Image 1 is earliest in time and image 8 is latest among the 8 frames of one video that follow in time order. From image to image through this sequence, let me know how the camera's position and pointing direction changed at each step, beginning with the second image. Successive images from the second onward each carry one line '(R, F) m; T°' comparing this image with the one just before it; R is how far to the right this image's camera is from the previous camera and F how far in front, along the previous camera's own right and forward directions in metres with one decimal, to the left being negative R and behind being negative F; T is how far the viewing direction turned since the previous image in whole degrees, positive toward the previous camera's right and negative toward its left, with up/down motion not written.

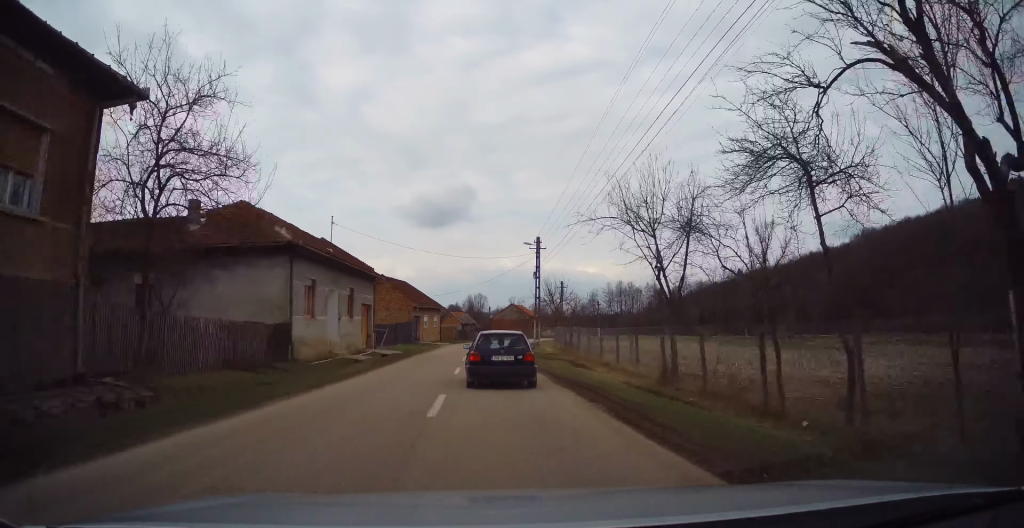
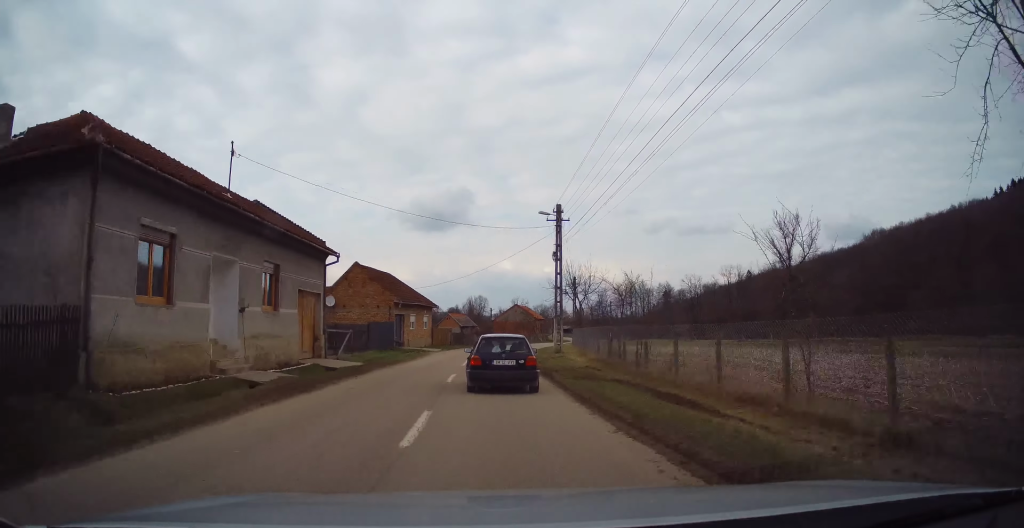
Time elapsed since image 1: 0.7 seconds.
(0.0, +10.7) m; 0°
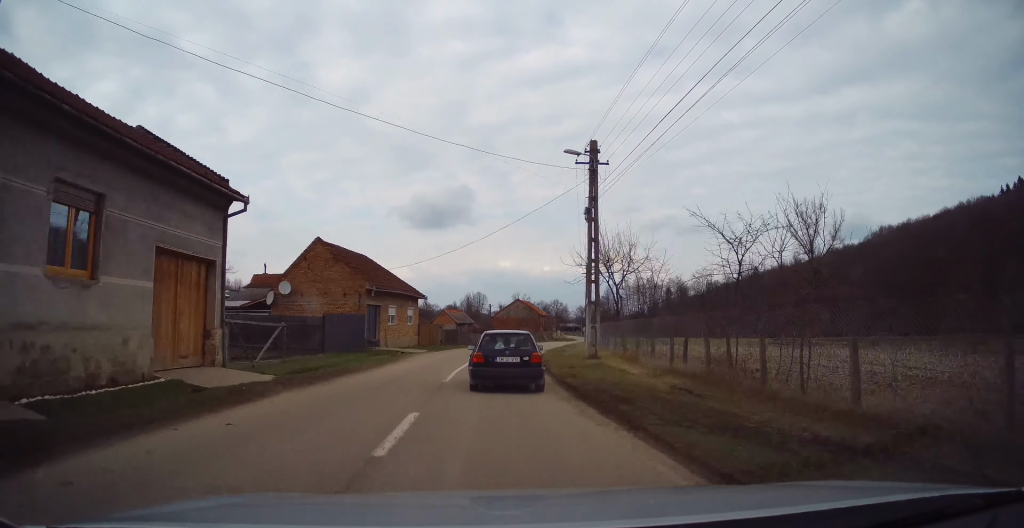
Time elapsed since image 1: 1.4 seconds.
(0.0, +9.4) m; +1°
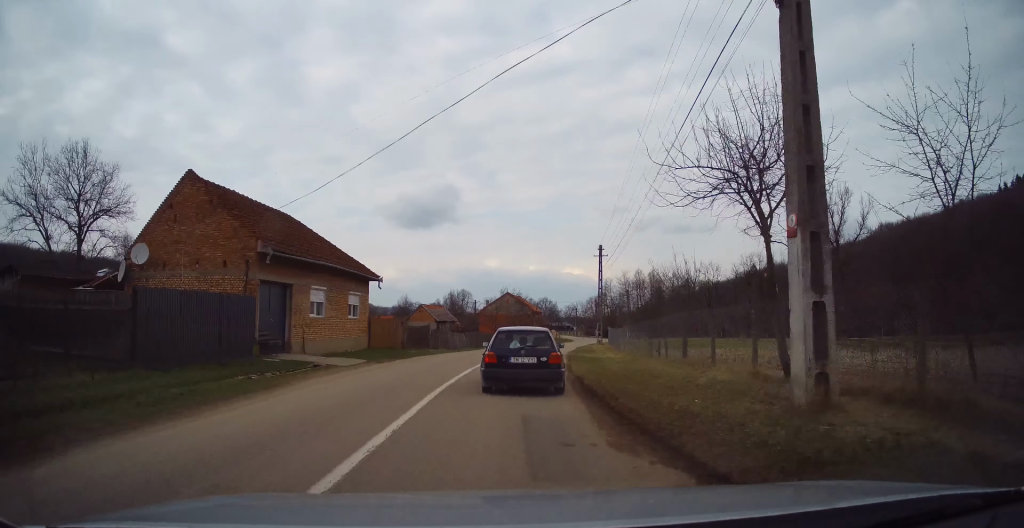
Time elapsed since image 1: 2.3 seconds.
(+0.2, +13.2) m; +2°
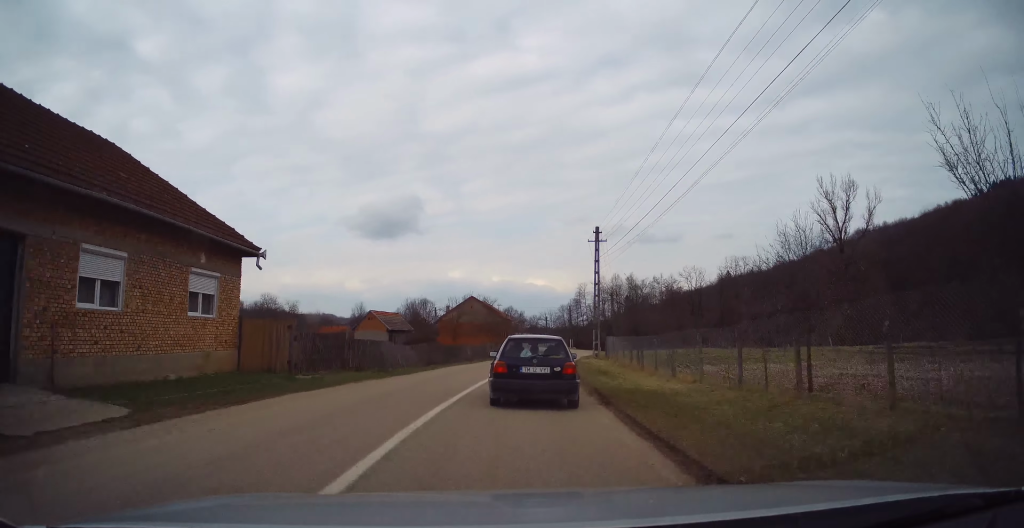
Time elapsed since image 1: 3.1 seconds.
(+0.3, +12.5) m; +3°
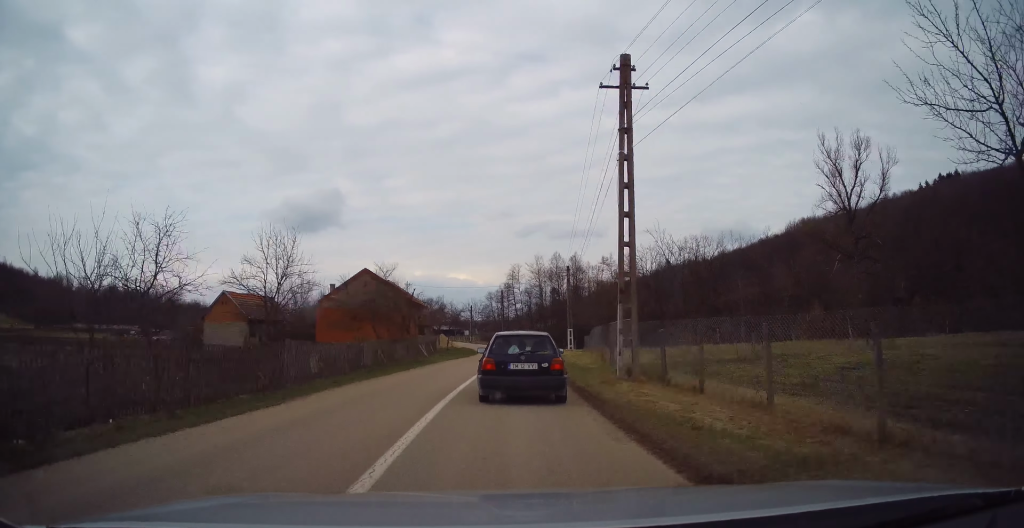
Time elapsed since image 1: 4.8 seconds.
(+1.1, +22.8) m; +7°
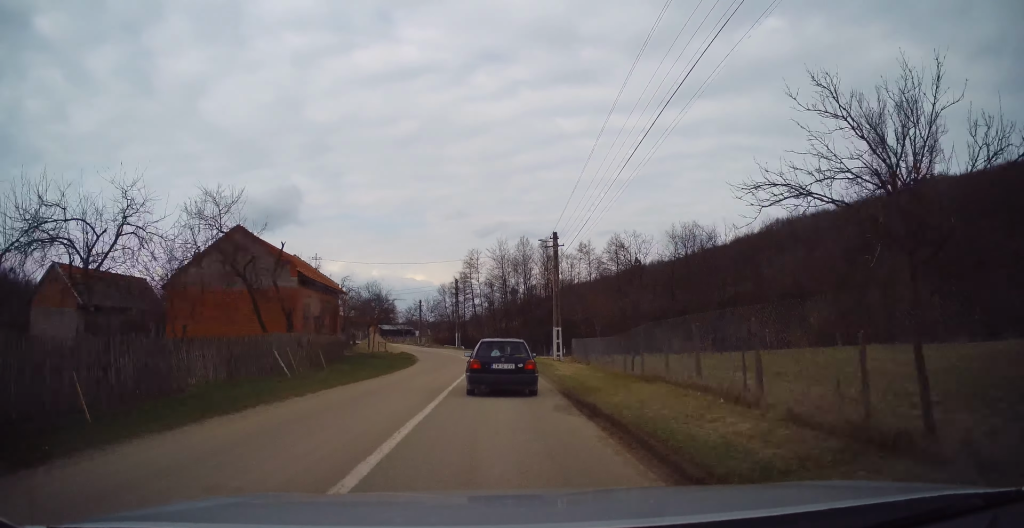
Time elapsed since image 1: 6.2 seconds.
(+1.1, +18.4) m; +4°
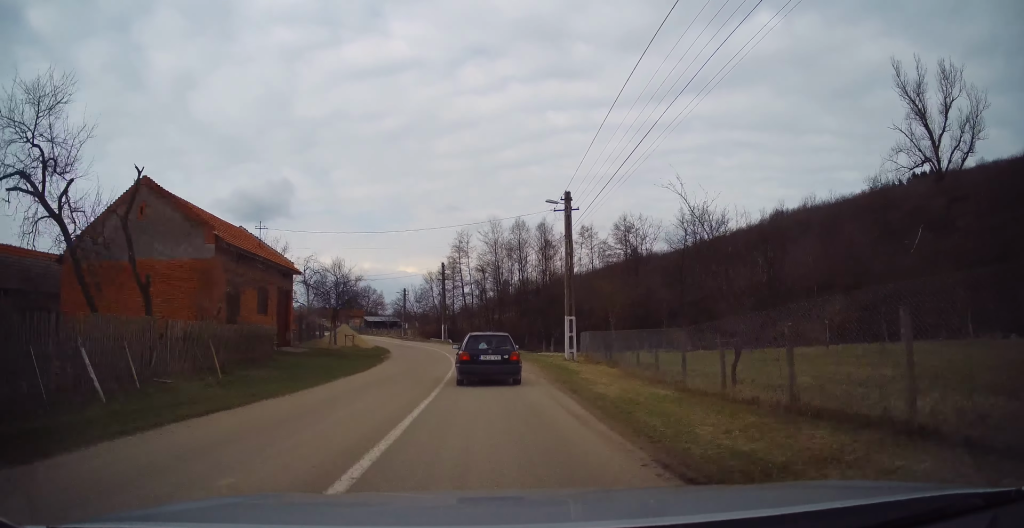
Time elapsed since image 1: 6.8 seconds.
(0.0, +8.3) m; +1°
